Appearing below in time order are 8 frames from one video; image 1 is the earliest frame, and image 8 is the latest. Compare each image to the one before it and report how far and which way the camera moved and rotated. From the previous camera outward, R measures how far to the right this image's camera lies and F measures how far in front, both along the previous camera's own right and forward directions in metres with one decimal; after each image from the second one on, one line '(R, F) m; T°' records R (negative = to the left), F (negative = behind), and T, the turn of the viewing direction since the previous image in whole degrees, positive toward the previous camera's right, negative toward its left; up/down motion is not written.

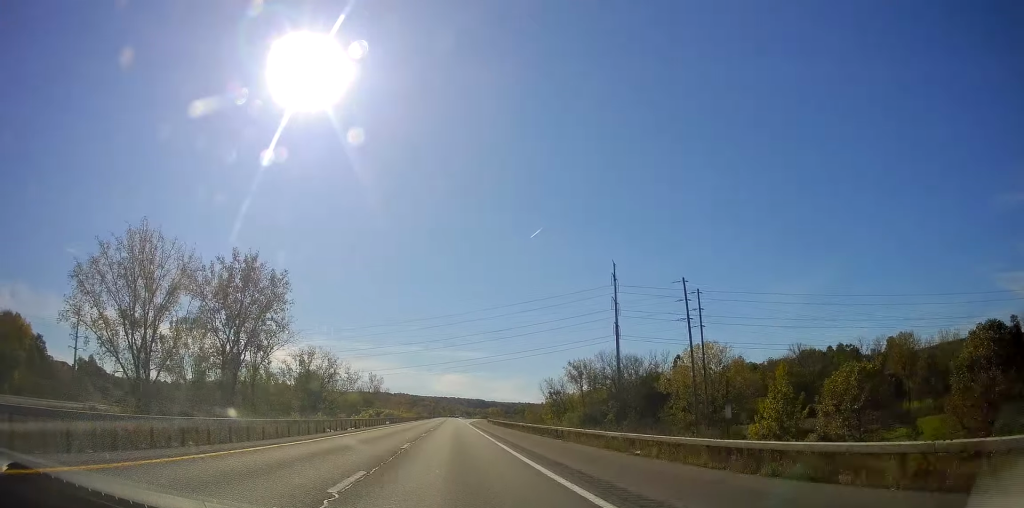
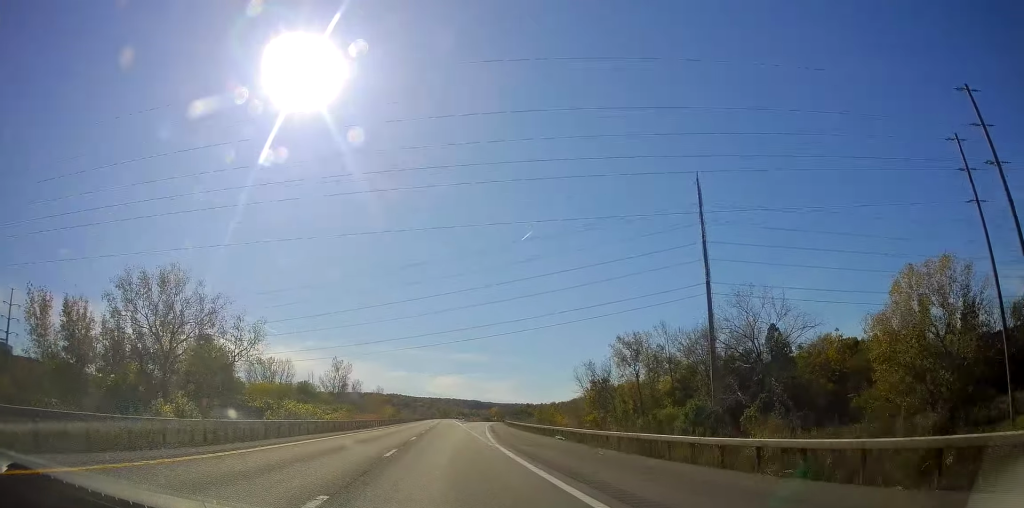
(0.0, +64.9) m; 0°
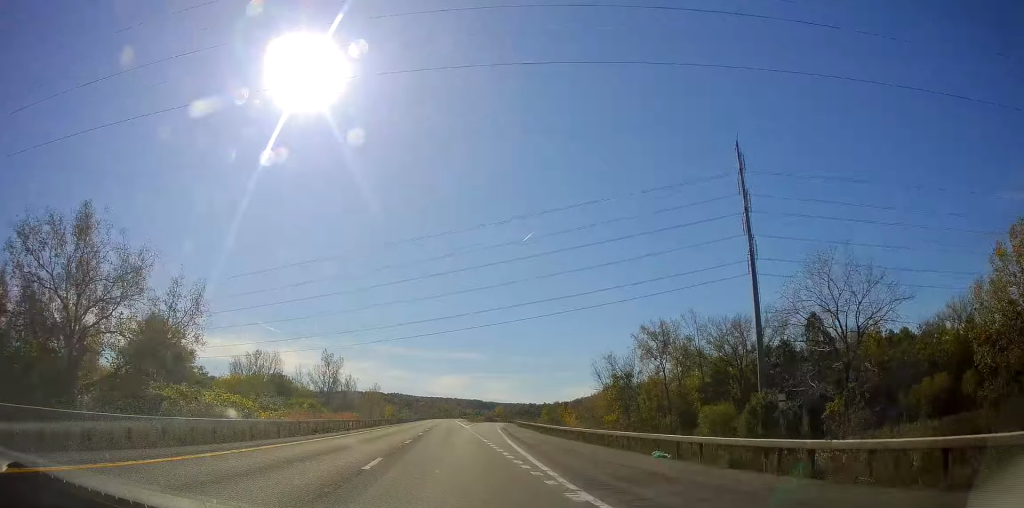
(+0.1, +16.5) m; -1°
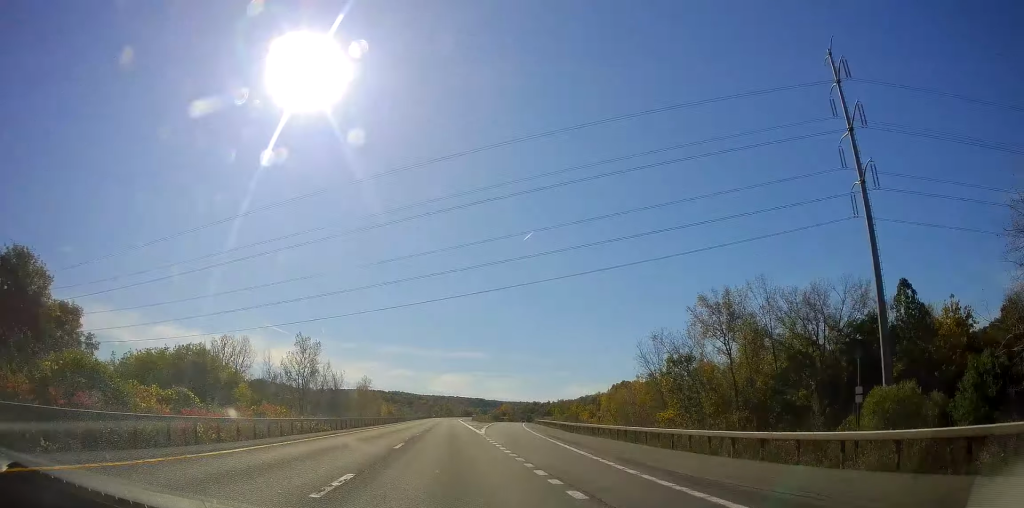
(-0.5, +29.0) m; 0°
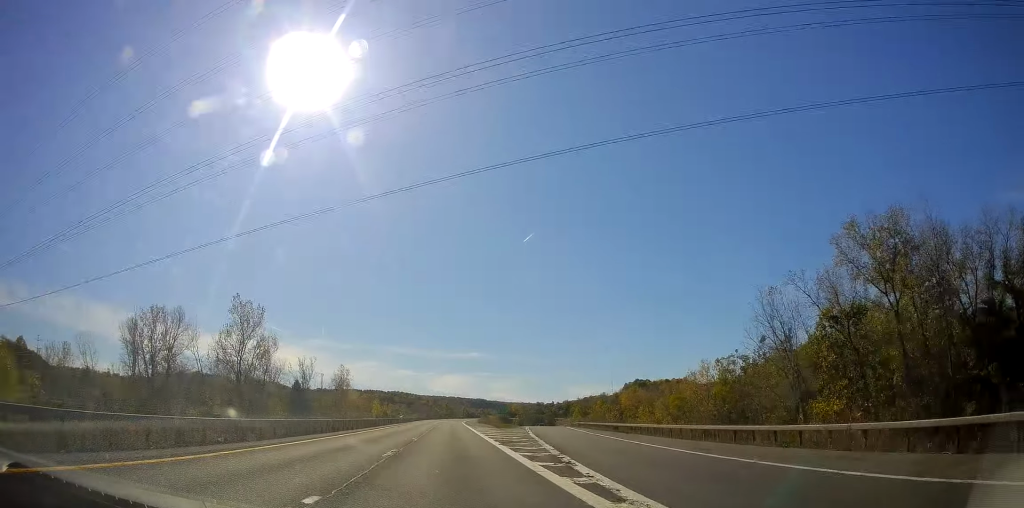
(+1.1, +39.5) m; +1°
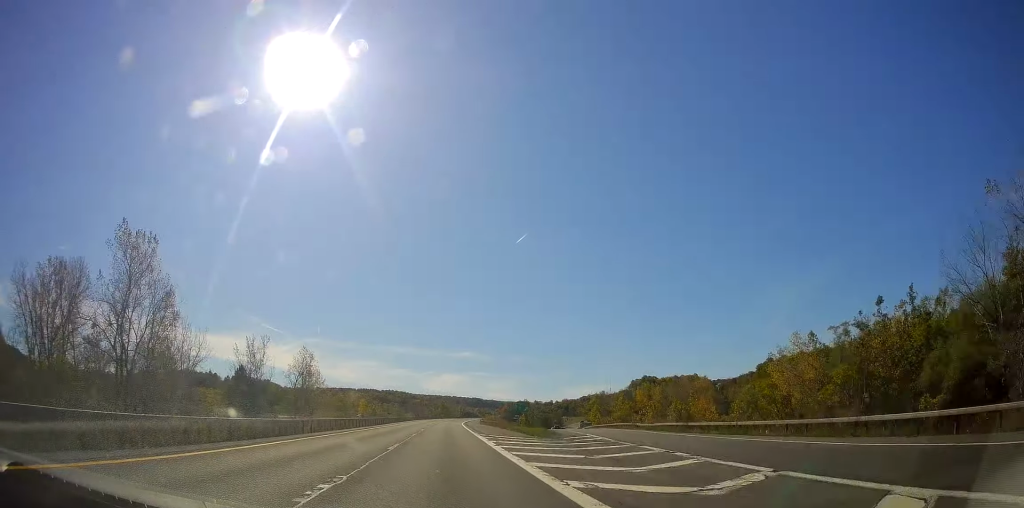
(-1.1, +33.8) m; -2°
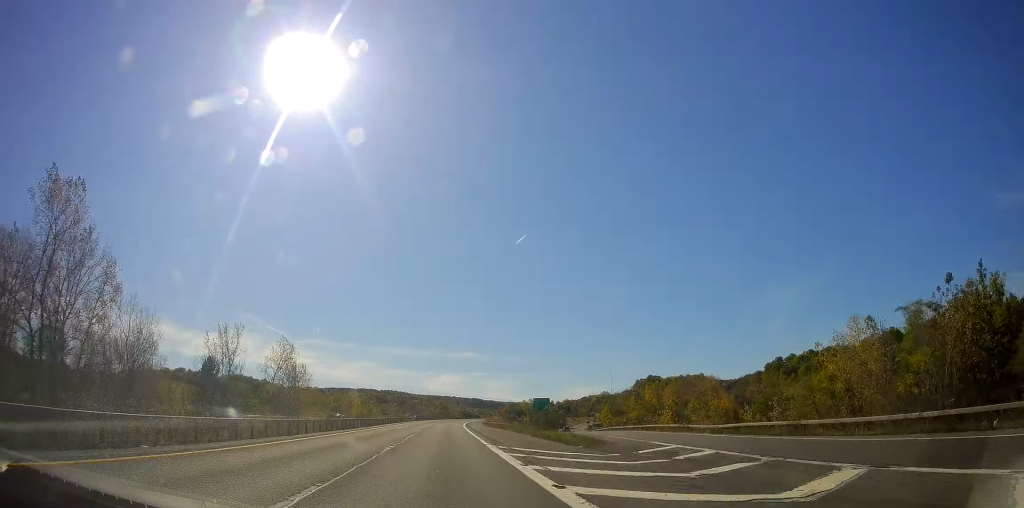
(0.0, +13.6) m; 0°
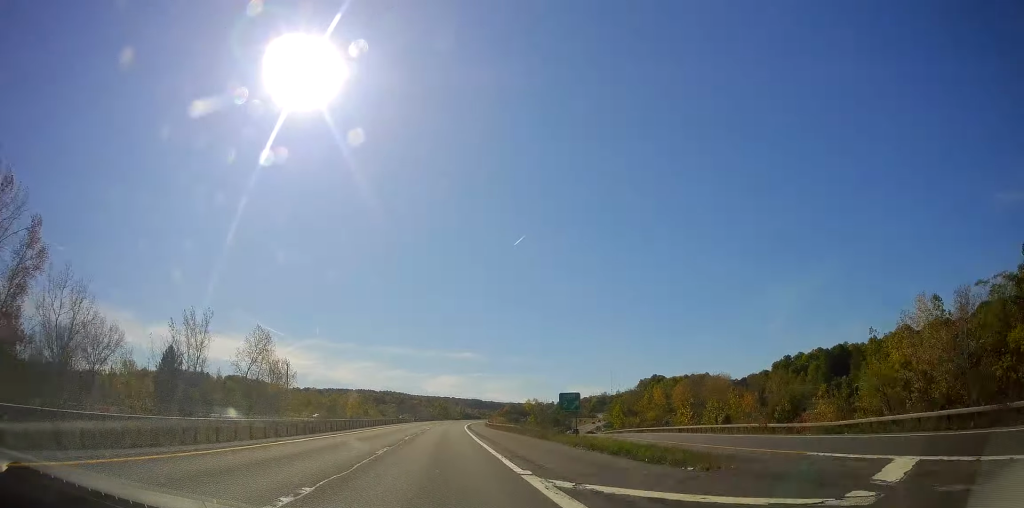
(0.0, +12.6) m; 0°
